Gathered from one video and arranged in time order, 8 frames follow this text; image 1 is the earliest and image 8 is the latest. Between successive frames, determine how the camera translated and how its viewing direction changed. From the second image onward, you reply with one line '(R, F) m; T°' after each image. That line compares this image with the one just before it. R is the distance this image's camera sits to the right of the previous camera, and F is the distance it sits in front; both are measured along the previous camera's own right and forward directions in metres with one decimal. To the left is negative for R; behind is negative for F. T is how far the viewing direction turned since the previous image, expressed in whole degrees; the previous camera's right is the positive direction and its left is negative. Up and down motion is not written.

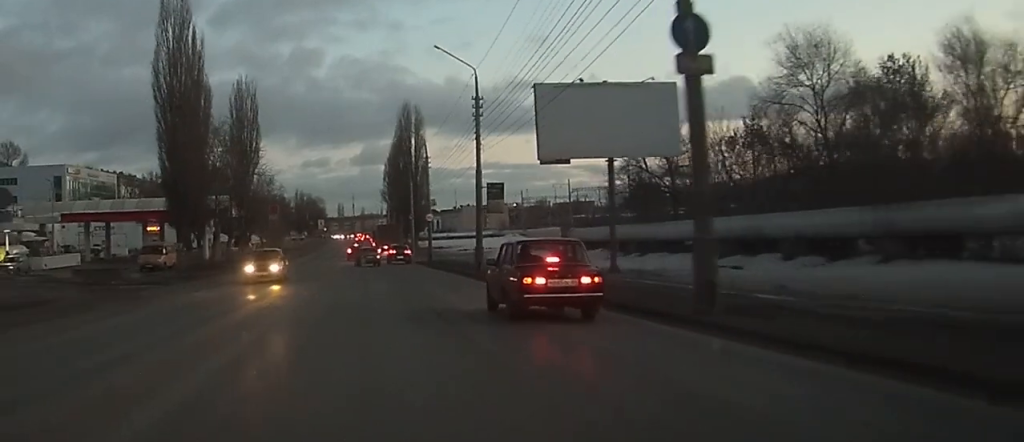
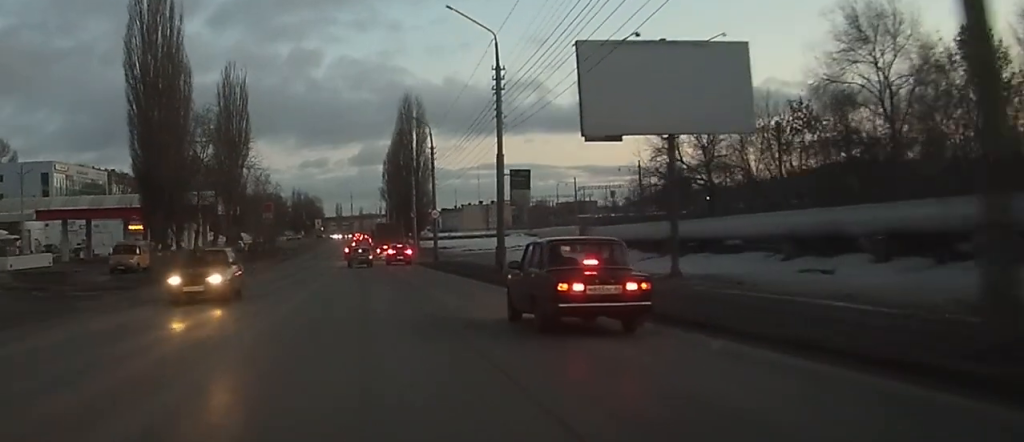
(0.0, +7.6) m; 0°
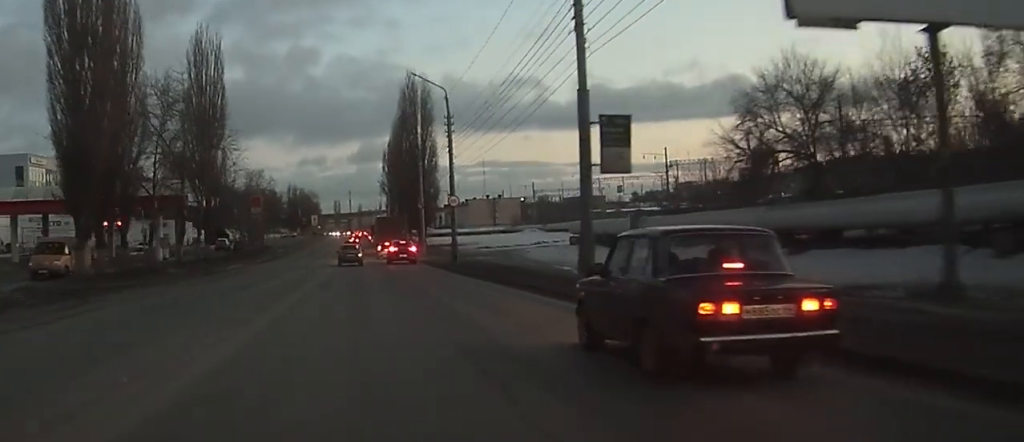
(+0.1, +14.7) m; +1°
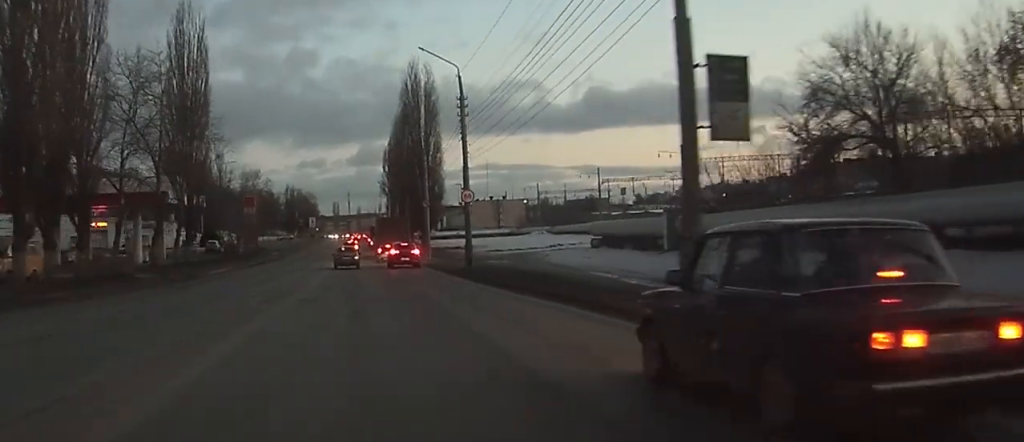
(+0.1, +7.6) m; 0°
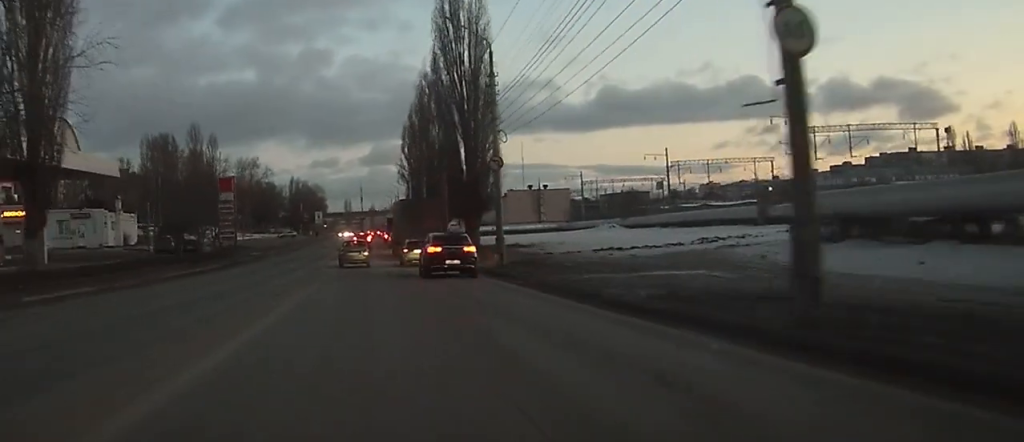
(-0.1, +34.4) m; -1°
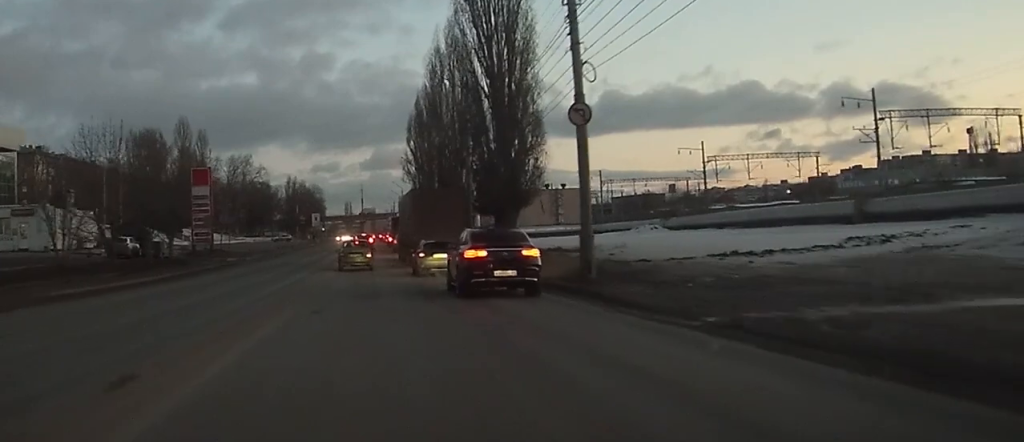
(-0.1, +15.8) m; -1°
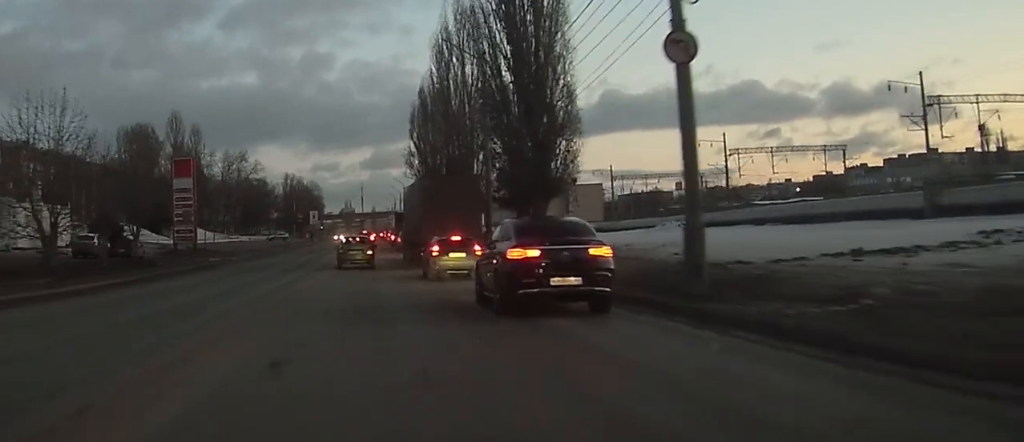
(0.0, +8.2) m; 0°
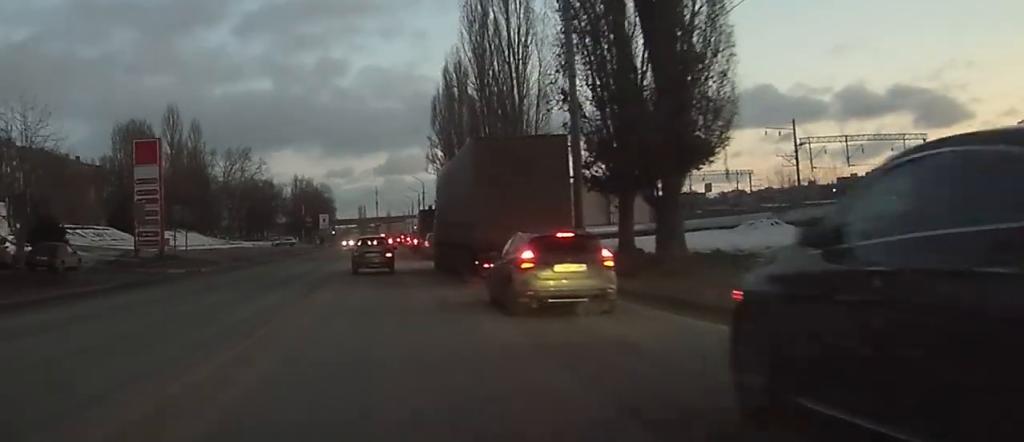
(0.0, +17.5) m; 0°
